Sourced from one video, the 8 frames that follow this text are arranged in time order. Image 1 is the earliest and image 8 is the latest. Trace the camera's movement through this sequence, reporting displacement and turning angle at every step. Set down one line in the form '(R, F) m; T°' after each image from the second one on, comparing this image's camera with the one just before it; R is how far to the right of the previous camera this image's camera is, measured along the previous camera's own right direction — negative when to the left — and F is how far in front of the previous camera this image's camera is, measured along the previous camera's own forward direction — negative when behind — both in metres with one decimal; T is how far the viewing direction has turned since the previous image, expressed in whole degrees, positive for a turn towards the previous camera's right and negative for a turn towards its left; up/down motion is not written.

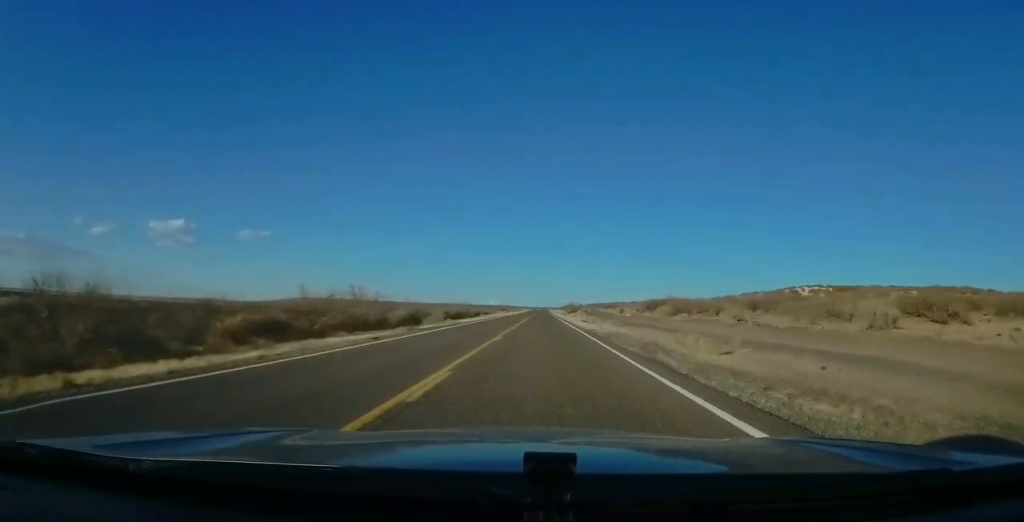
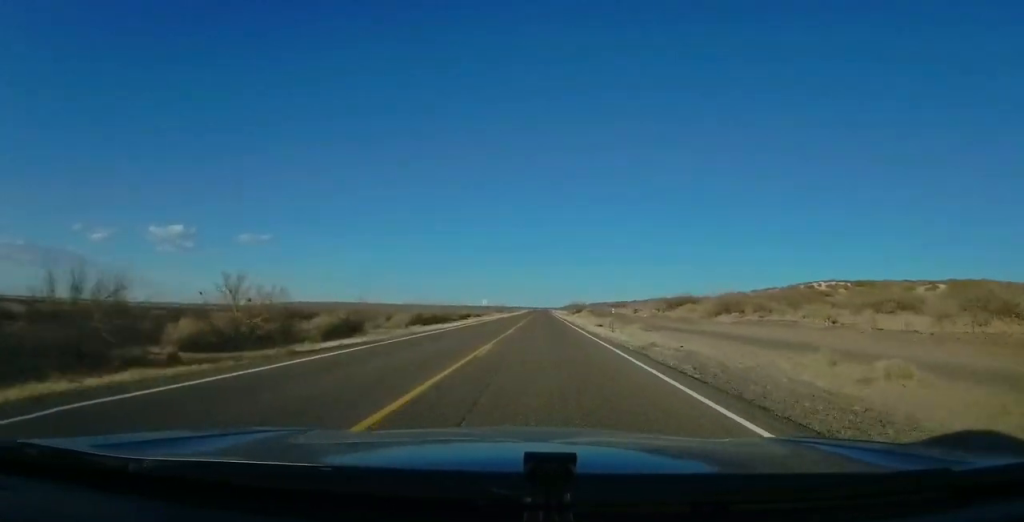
(0.0, +17.8) m; 0°
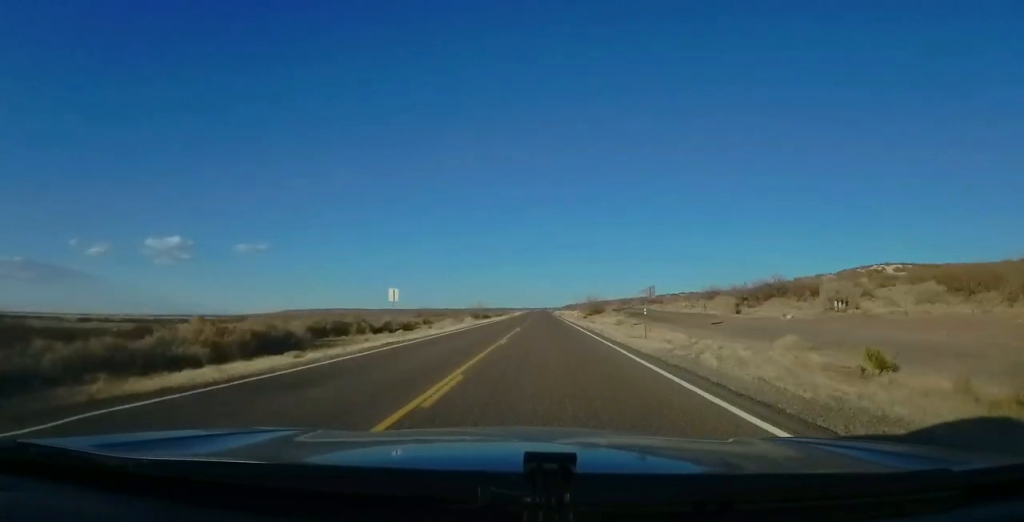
(-0.2, +56.7) m; 0°
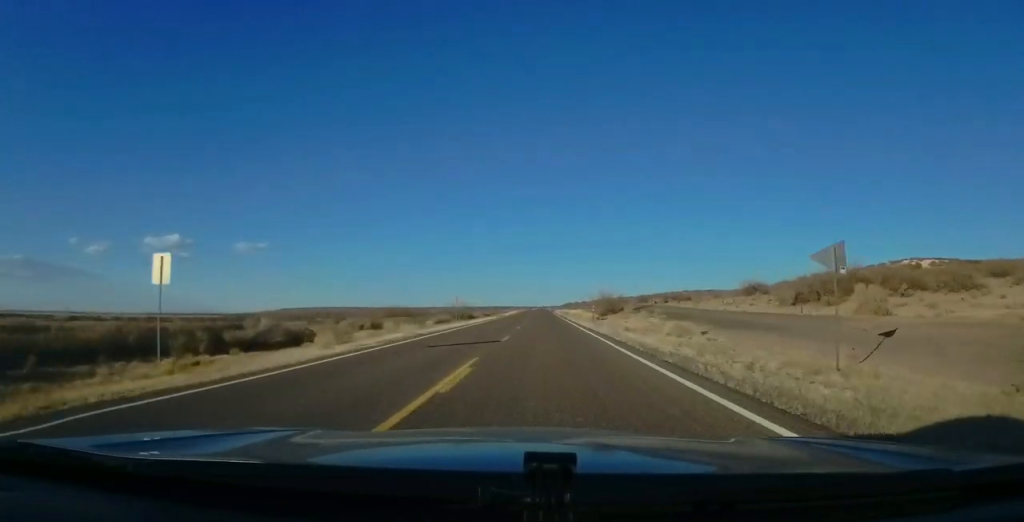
(-0.1, +23.8) m; +1°
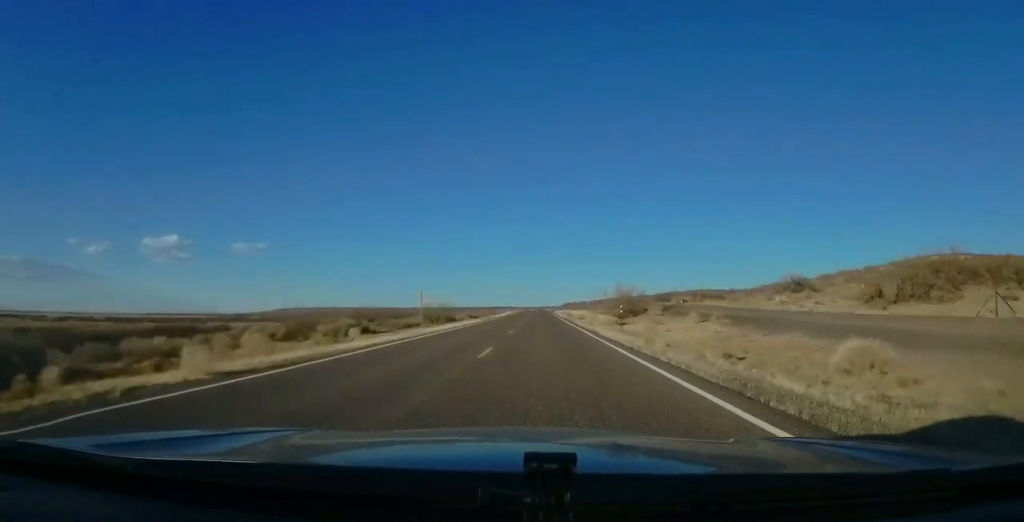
(+0.2, +18.9) m; +1°
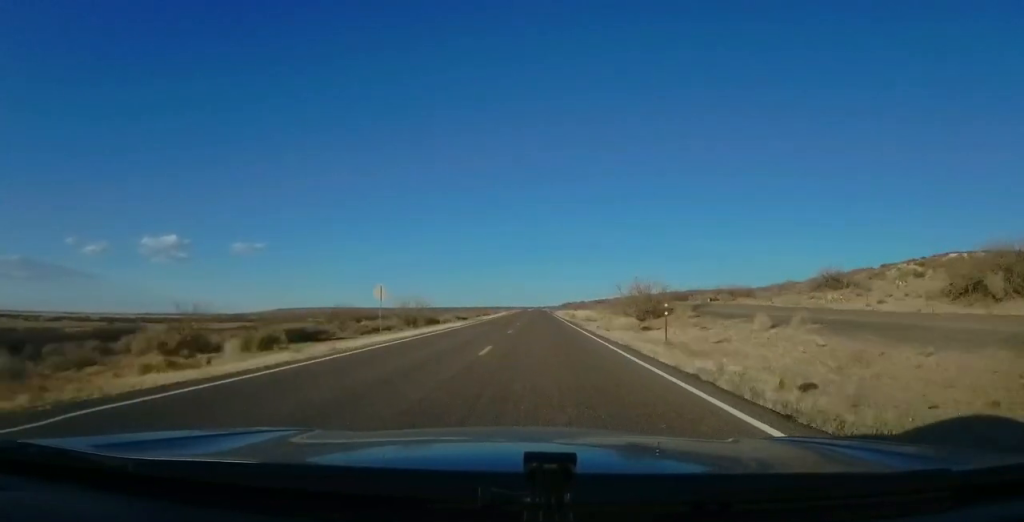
(0.0, +11.9) m; 0°
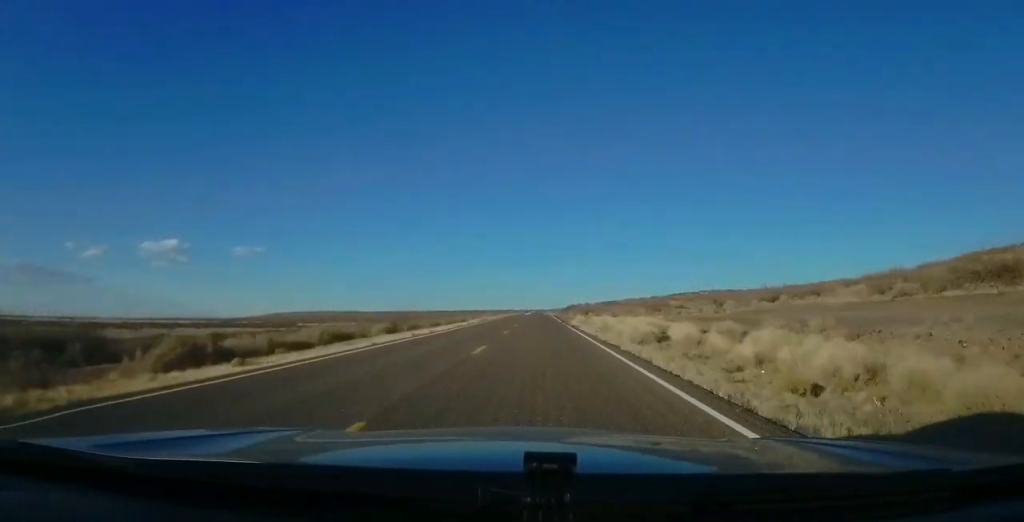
(0.0, +61.5) m; -1°
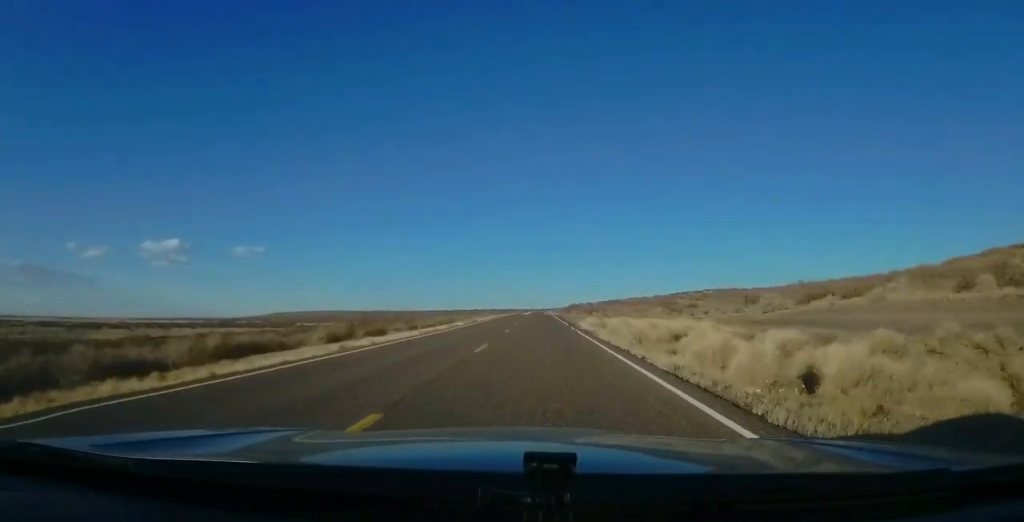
(0.0, +11.8) m; 0°
